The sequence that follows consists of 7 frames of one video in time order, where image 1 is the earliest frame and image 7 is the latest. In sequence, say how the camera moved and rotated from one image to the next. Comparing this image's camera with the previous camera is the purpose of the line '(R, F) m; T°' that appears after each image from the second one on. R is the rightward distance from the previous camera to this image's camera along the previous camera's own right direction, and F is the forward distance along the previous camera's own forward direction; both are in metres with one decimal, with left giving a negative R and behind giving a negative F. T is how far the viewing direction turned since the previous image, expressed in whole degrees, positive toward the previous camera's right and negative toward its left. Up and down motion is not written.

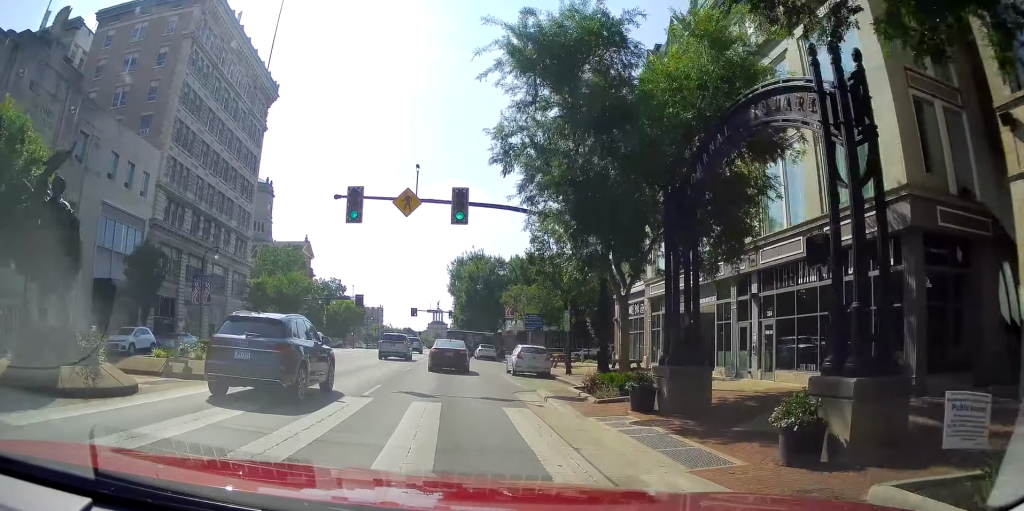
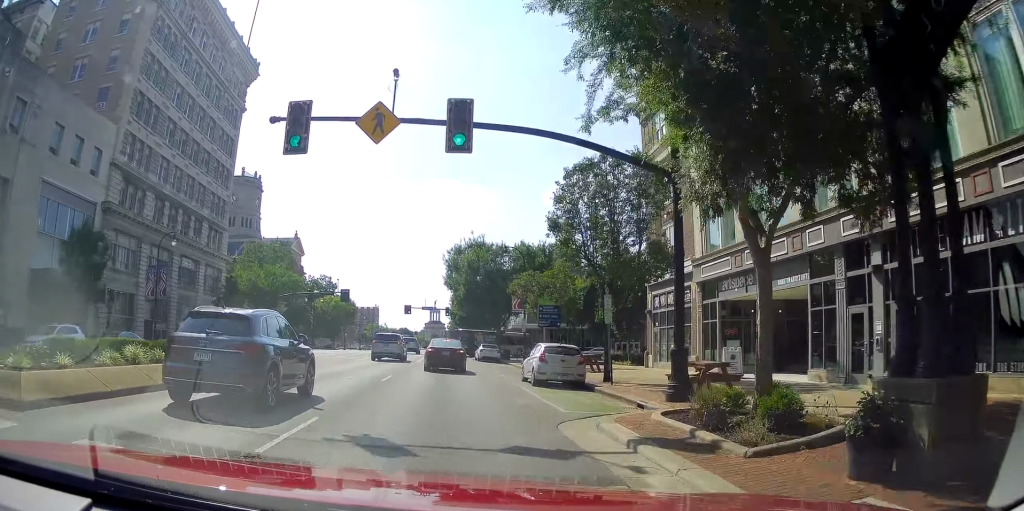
(-0.1, +7.8) m; -1°
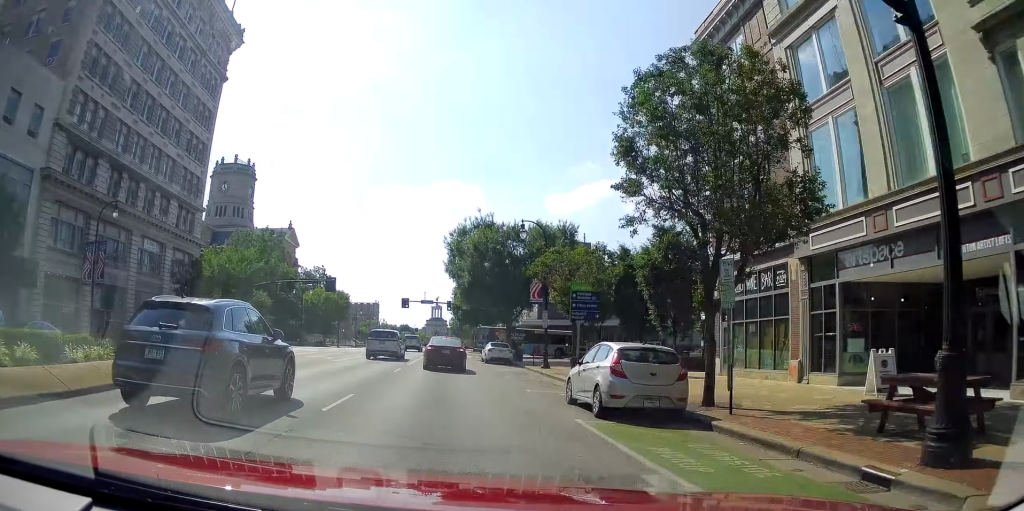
(0.0, +8.9) m; 0°
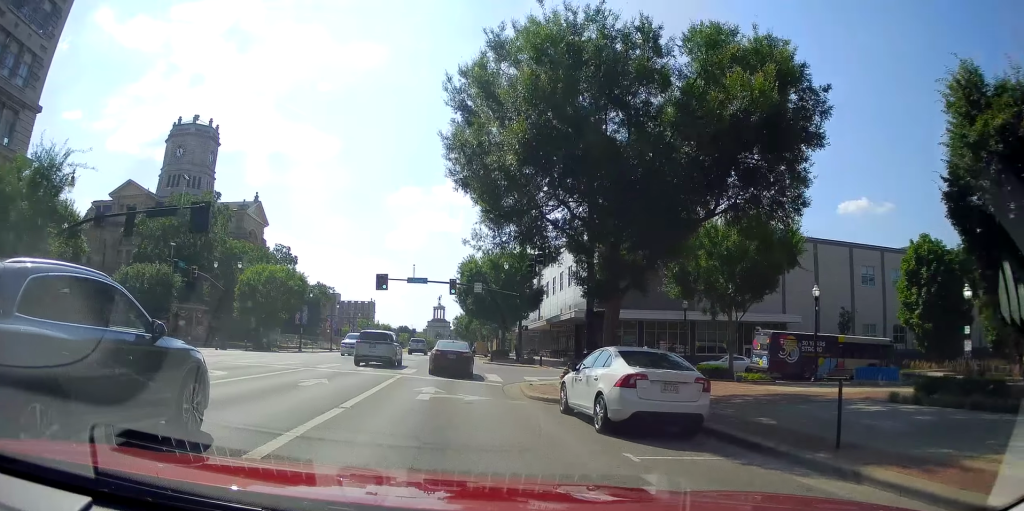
(-1.7, +33.3) m; -6°
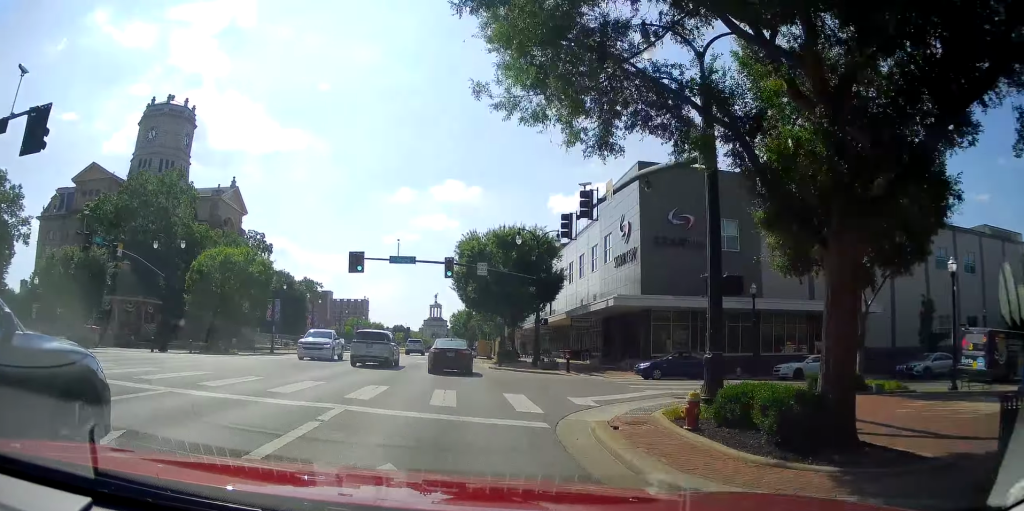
(+0.4, +13.0) m; 0°
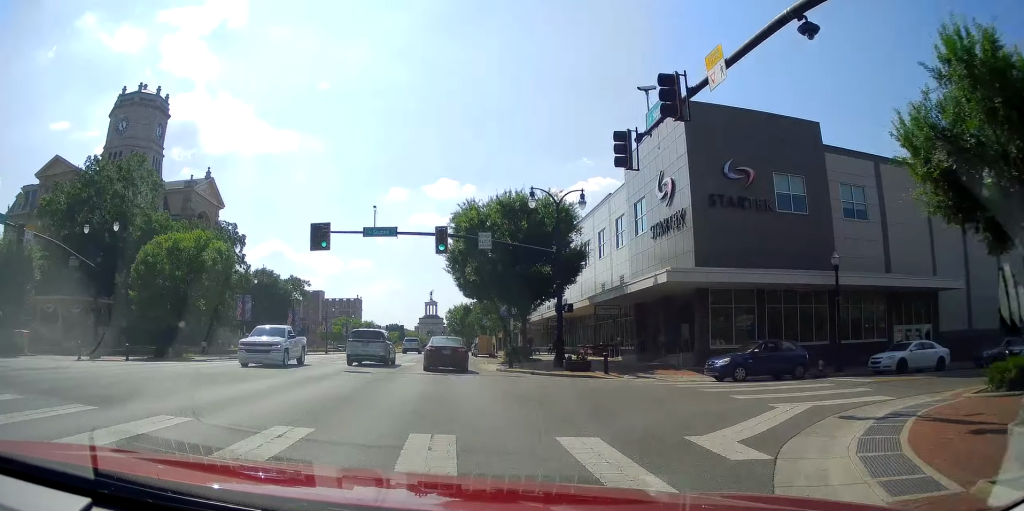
(-0.2, +9.8) m; 0°
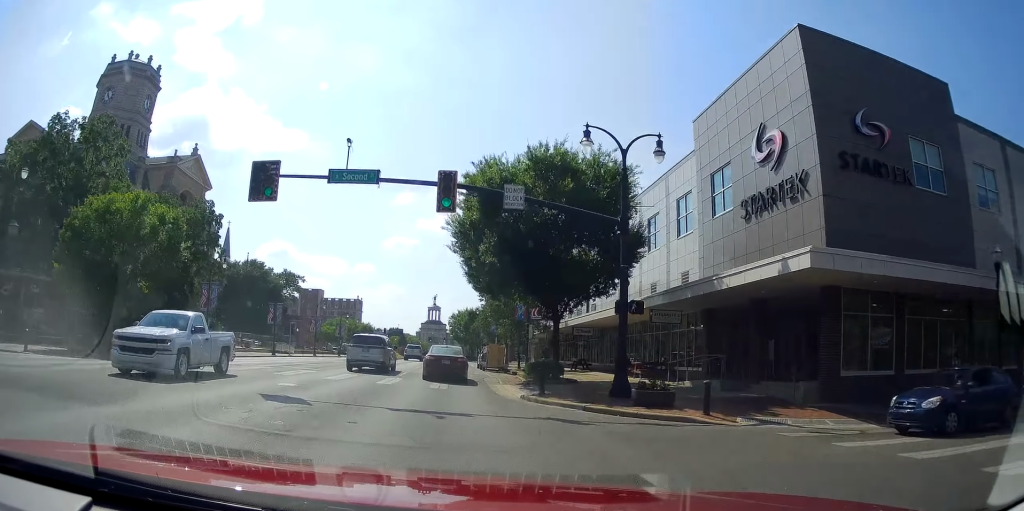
(-0.4, +10.7) m; +2°
